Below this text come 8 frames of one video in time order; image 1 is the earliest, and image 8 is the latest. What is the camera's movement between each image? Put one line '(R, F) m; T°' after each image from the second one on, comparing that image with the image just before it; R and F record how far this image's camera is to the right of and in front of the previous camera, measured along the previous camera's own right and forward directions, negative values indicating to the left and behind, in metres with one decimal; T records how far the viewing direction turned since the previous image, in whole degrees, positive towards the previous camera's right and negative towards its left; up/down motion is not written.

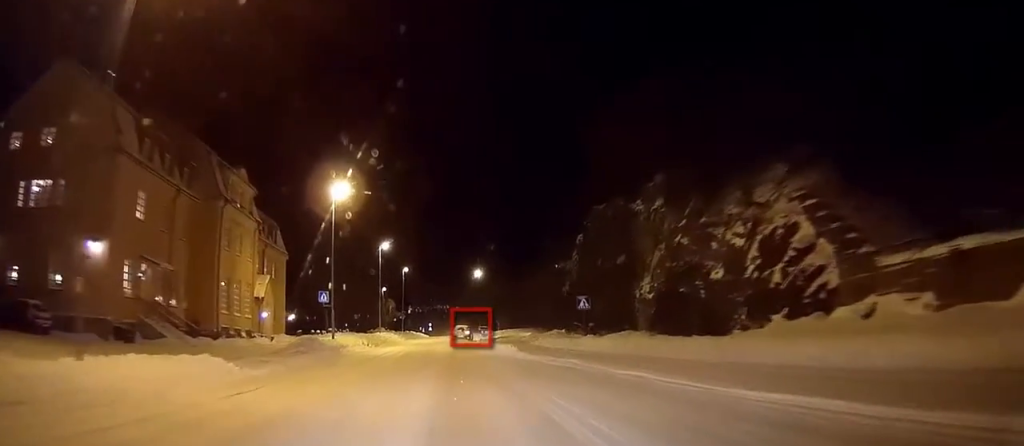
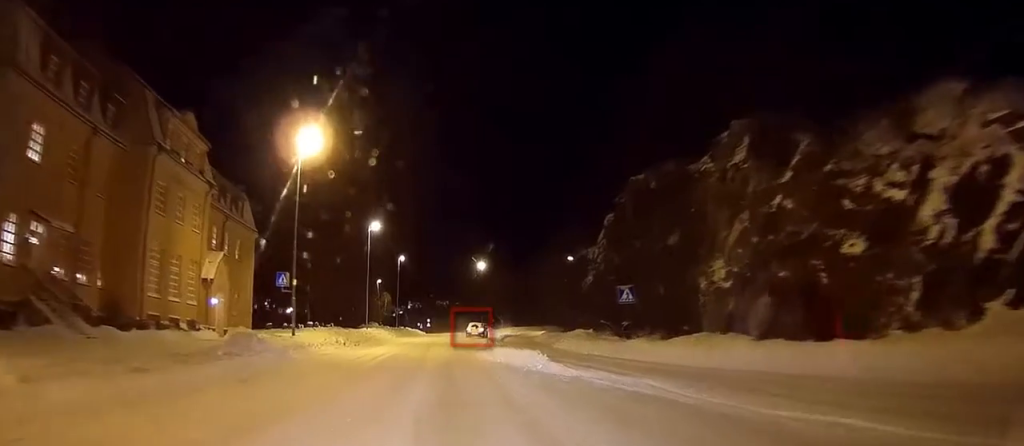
(+0.2, +10.0) m; +1°
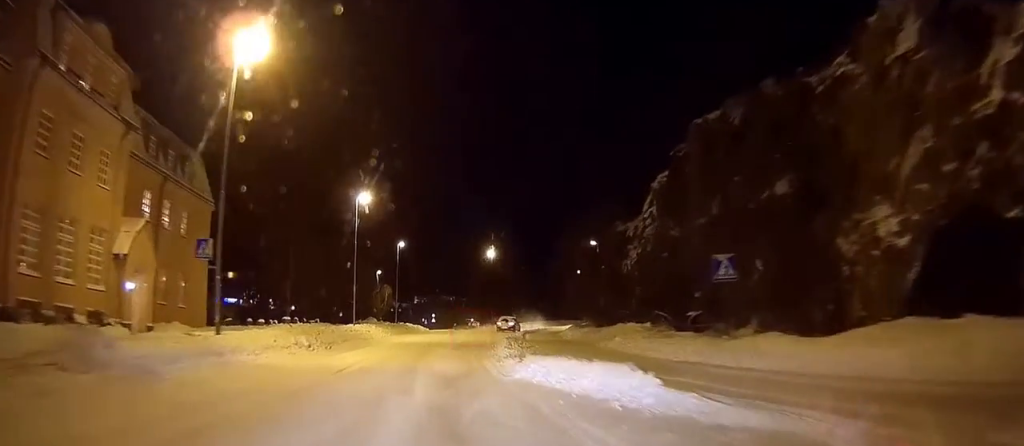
(0.0, +10.6) m; 0°
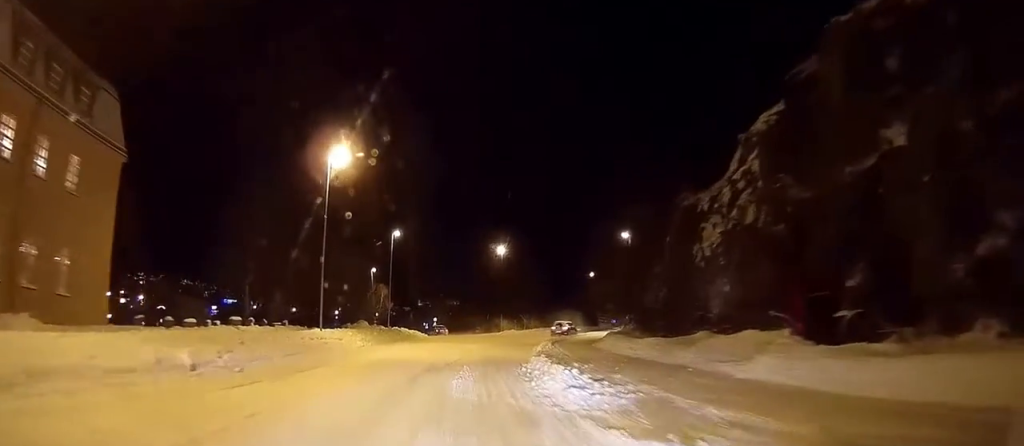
(0.0, +12.4) m; +1°
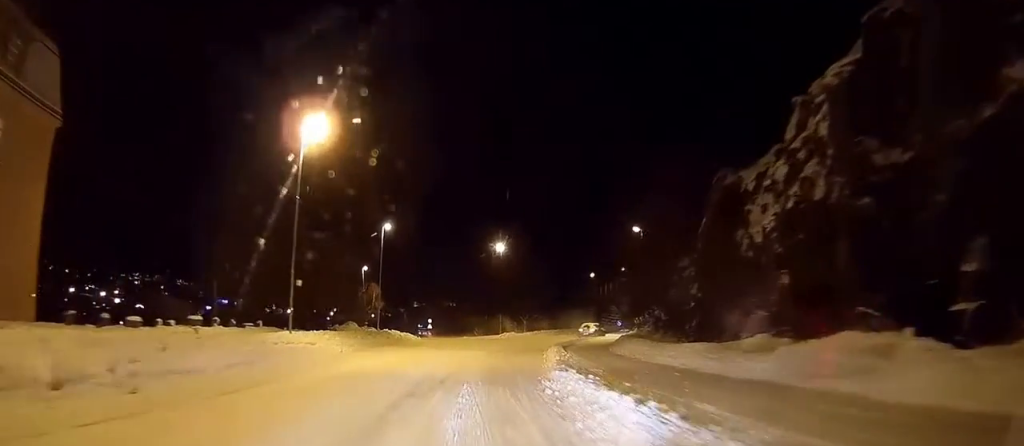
(0.0, +5.6) m; +1°
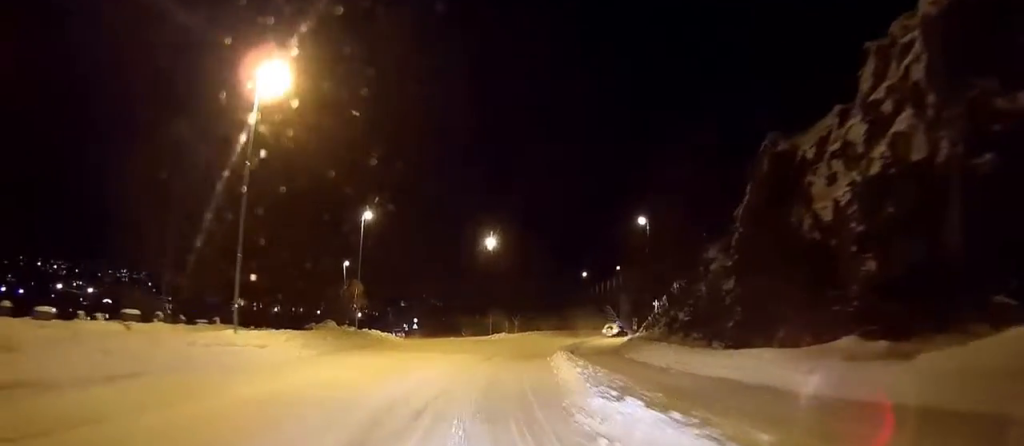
(0.0, +6.0) m; +2°
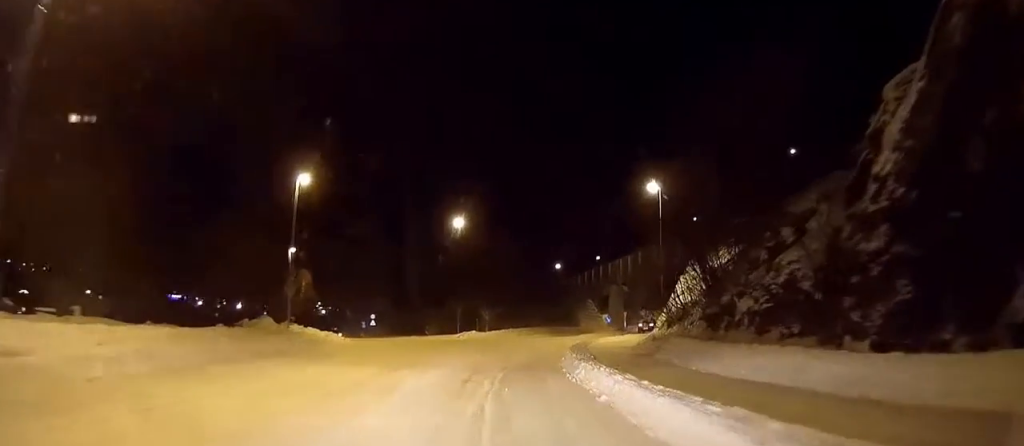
(+0.4, +12.4) m; +3°
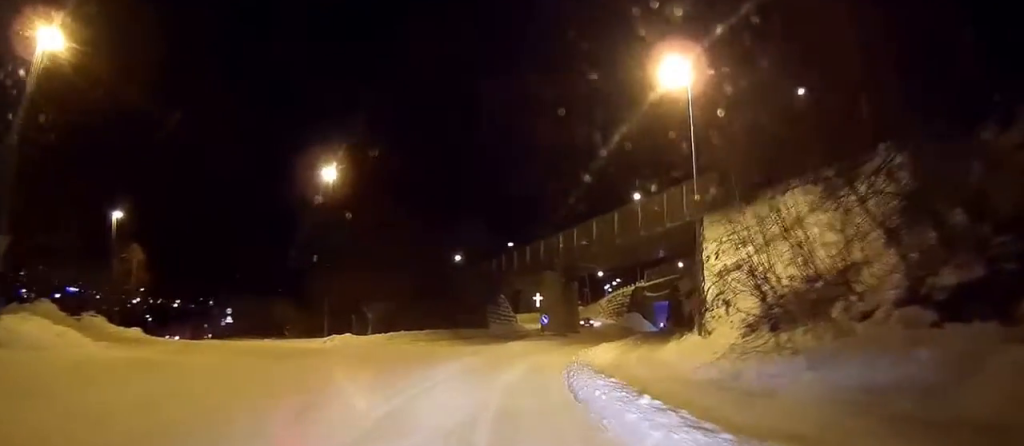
(+1.1, +22.4) m; +9°
